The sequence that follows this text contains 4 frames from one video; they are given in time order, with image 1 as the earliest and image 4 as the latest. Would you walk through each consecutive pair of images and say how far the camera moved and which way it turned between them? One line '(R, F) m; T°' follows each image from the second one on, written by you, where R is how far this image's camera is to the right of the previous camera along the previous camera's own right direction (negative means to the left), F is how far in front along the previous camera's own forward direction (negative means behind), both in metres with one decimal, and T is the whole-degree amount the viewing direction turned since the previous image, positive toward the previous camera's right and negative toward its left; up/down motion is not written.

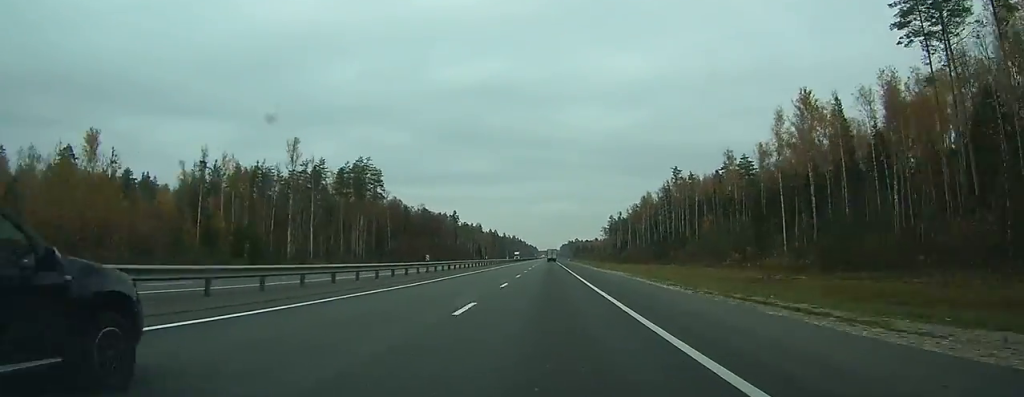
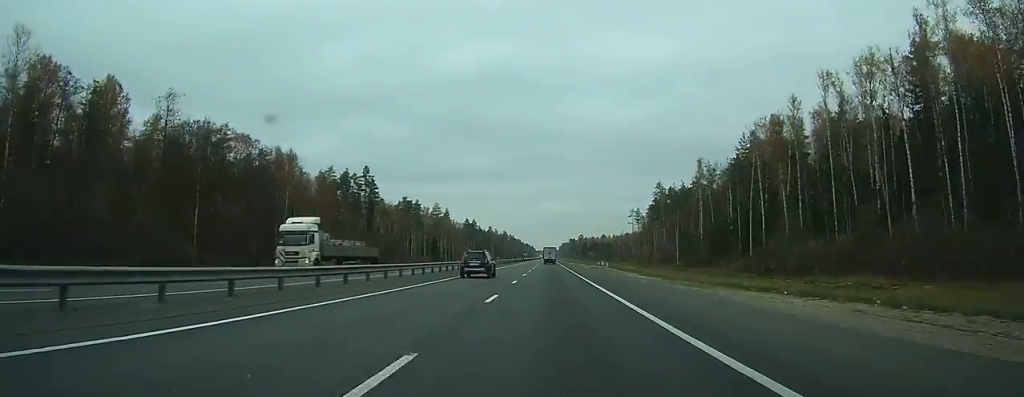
(0.0, +142.1) m; 0°
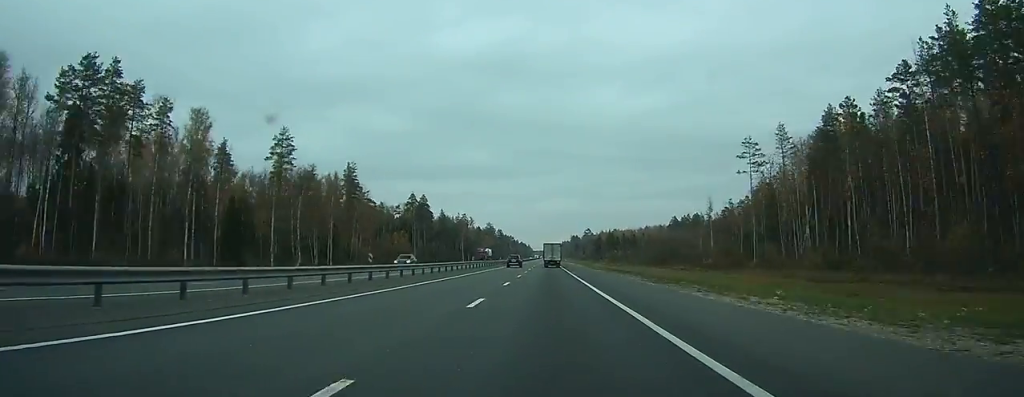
(+0.4, +149.8) m; 0°
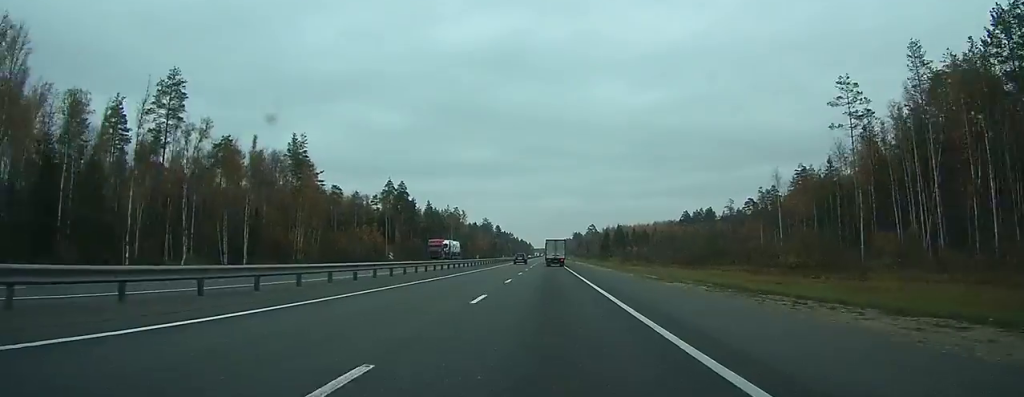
(0.0, +36.8) m; 0°
